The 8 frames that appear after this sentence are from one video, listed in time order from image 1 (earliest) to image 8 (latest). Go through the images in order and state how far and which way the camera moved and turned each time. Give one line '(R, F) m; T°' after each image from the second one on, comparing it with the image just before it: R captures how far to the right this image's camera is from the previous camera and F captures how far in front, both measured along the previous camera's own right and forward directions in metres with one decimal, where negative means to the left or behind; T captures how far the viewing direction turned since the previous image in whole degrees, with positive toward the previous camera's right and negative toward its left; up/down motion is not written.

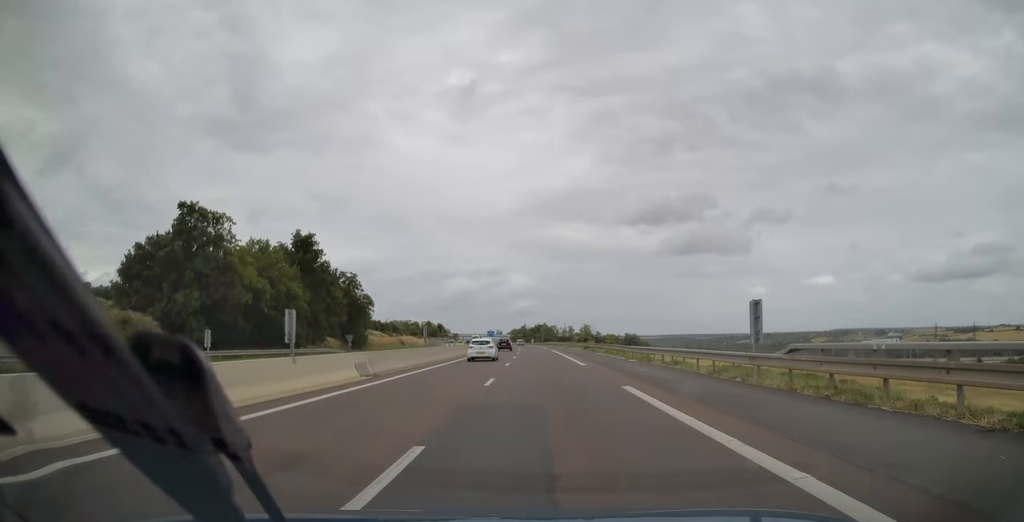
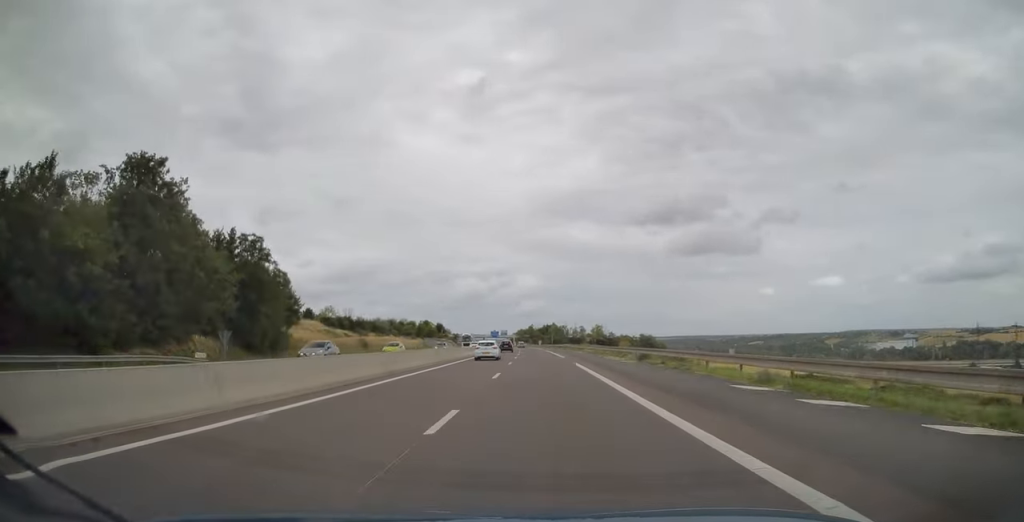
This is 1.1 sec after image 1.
(-0.3, +34.4) m; -1°
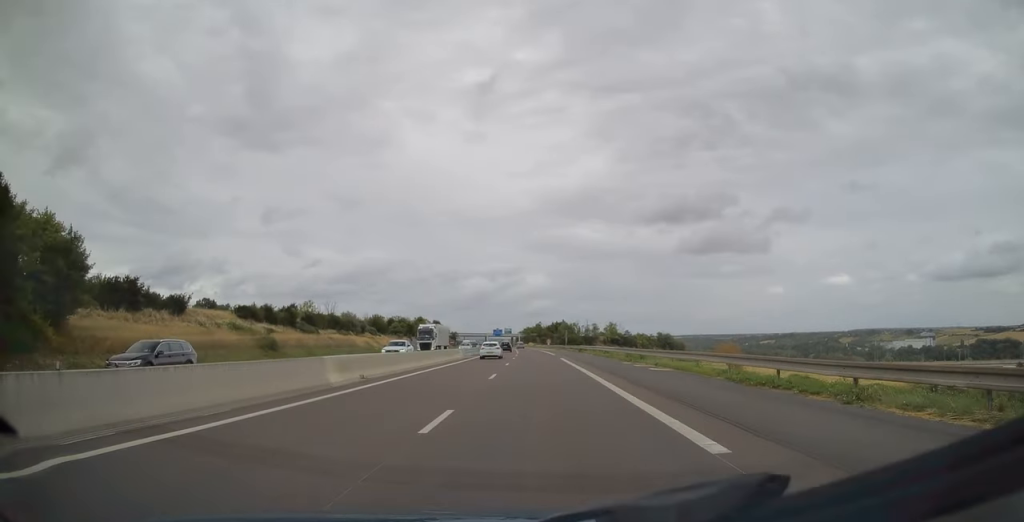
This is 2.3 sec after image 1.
(-0.2, +38.7) m; 0°
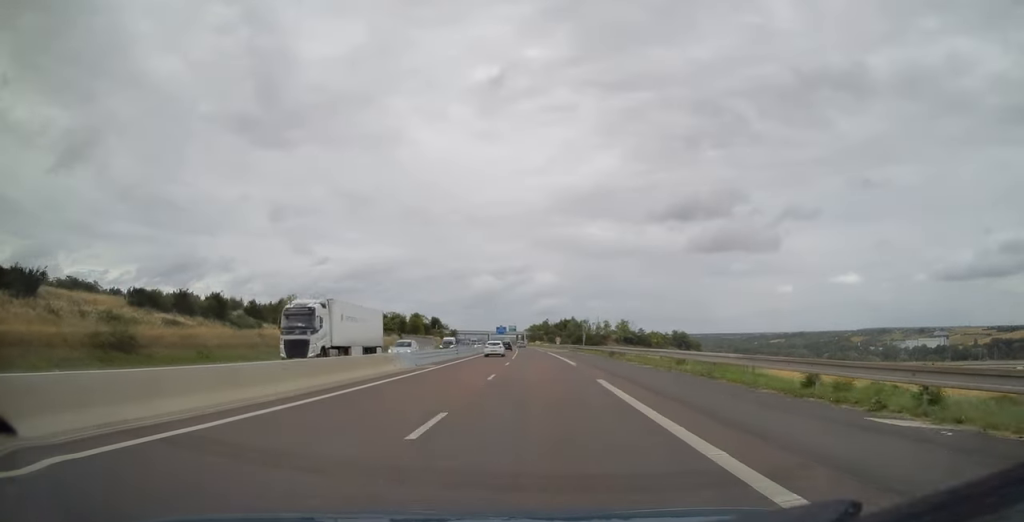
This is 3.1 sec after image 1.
(-0.1, +26.3) m; 0°
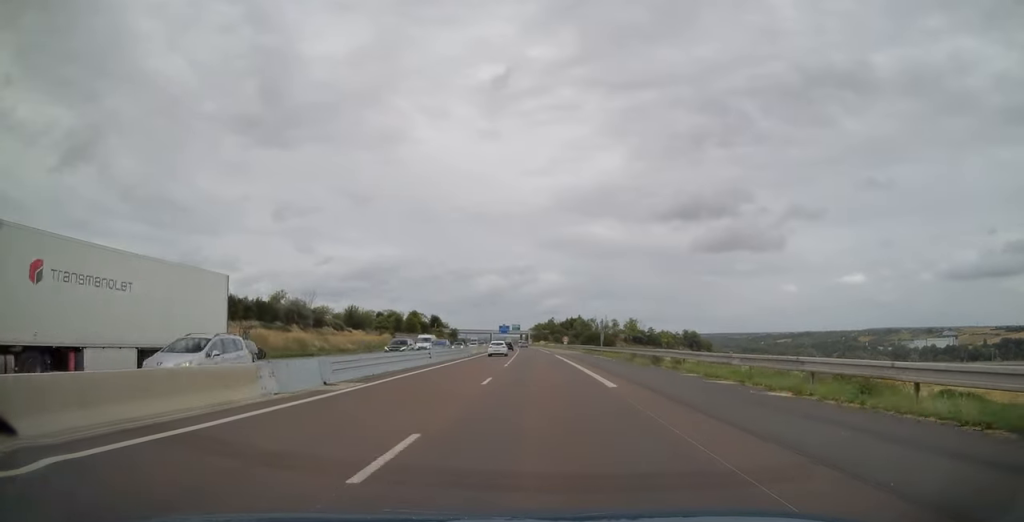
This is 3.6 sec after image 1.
(0.0, +15.6) m; -1°
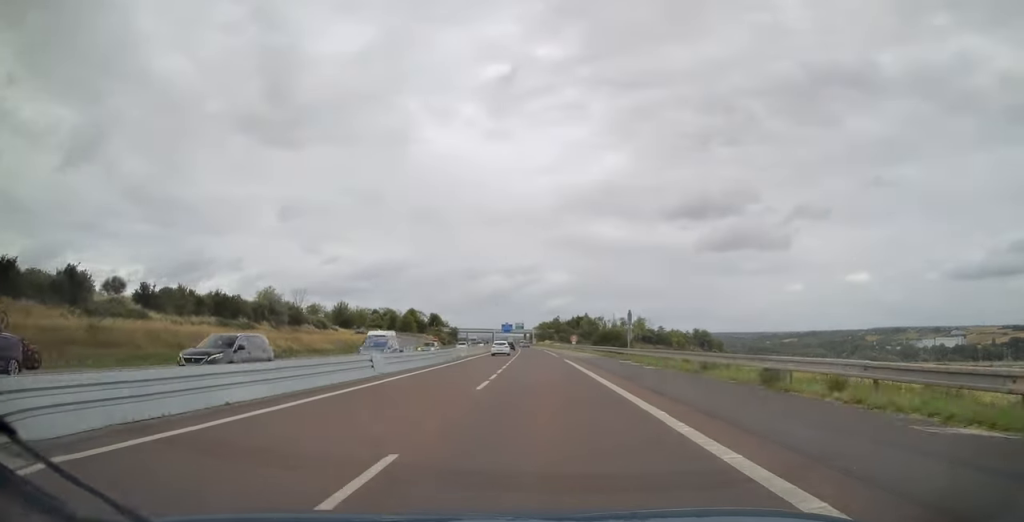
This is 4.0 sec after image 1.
(+0.1, +14.6) m; 0°
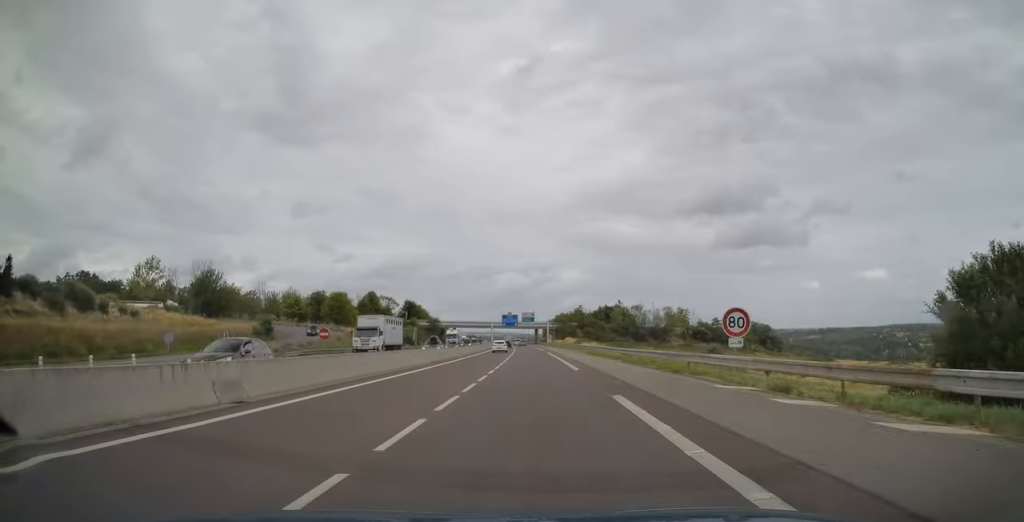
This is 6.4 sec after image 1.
(-1.8, +79.0) m; -2°
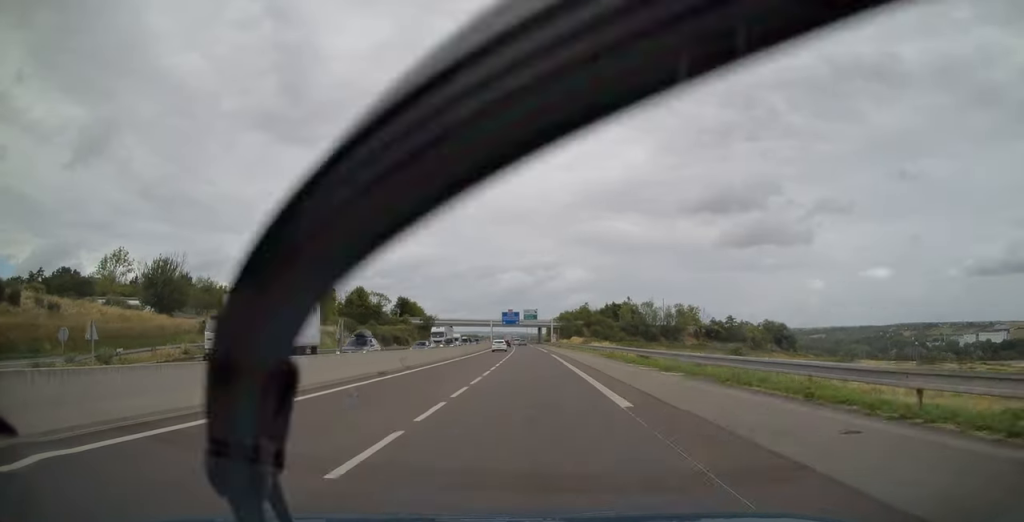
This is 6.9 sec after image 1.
(-0.1, +14.6) m; 0°
